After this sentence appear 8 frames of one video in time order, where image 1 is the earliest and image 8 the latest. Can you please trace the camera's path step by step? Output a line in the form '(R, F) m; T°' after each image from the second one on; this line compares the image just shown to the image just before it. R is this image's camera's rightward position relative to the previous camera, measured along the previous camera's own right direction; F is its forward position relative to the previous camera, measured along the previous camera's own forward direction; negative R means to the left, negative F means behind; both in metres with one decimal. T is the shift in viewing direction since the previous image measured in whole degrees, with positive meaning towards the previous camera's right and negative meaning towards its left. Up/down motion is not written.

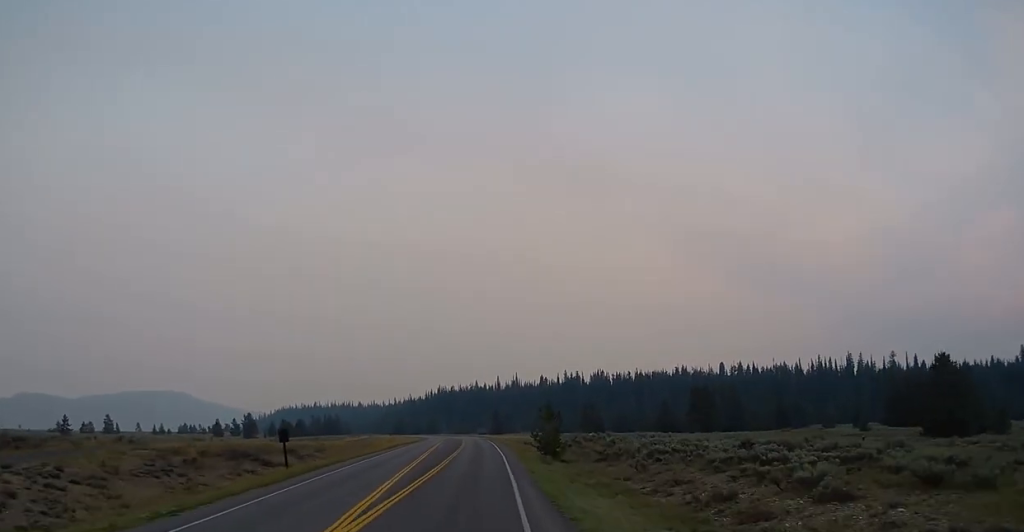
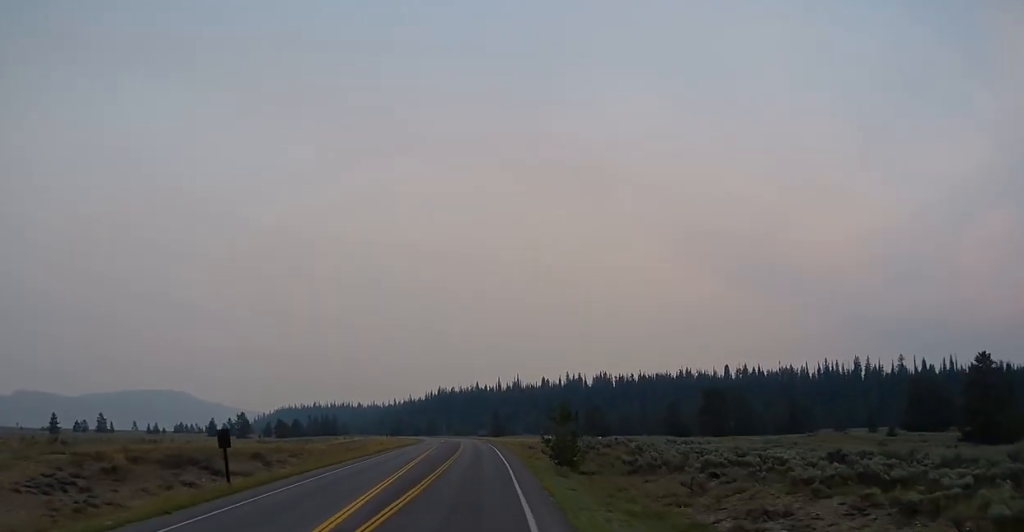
(-0.3, +8.2) m; -1°
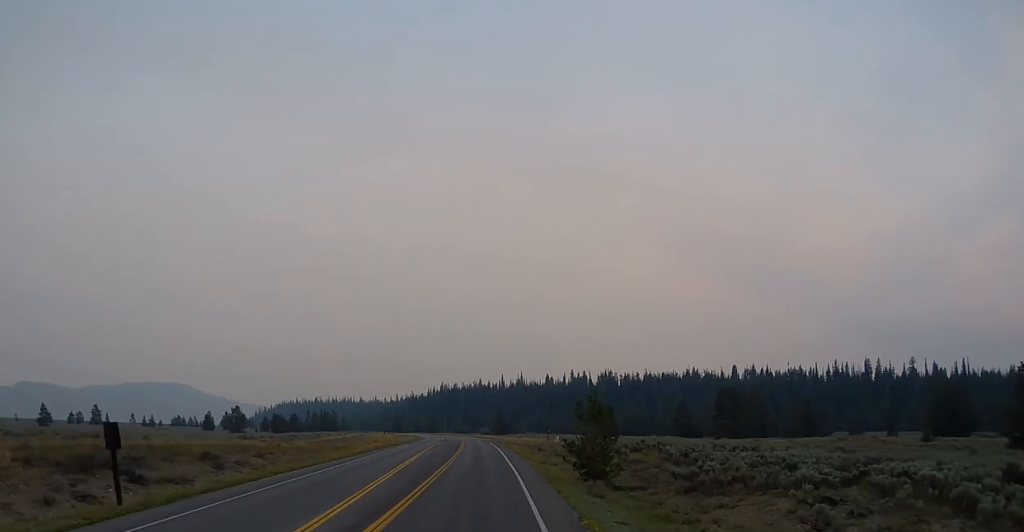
(-0.2, +8.9) m; -1°
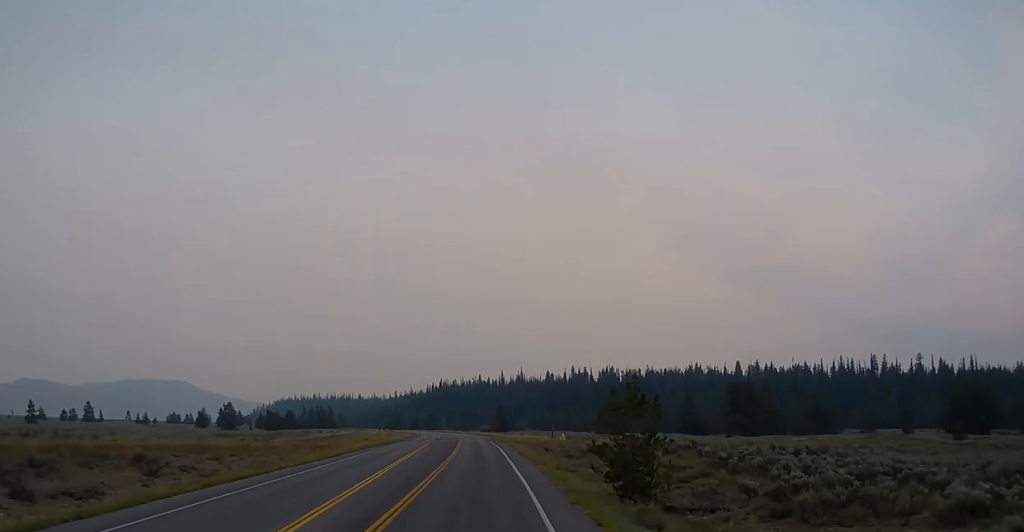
(0.0, +7.8) m; 0°
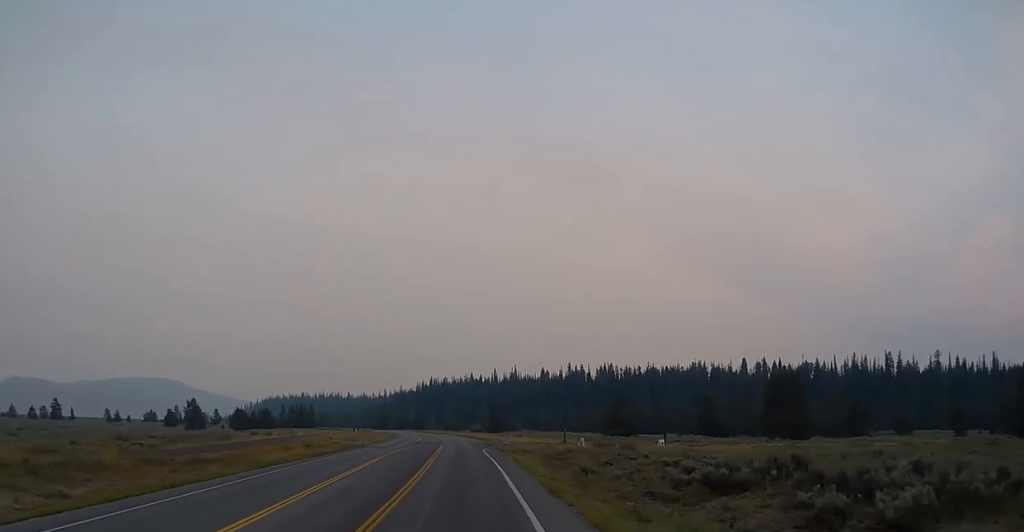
(+0.3, +27.1) m; +2°
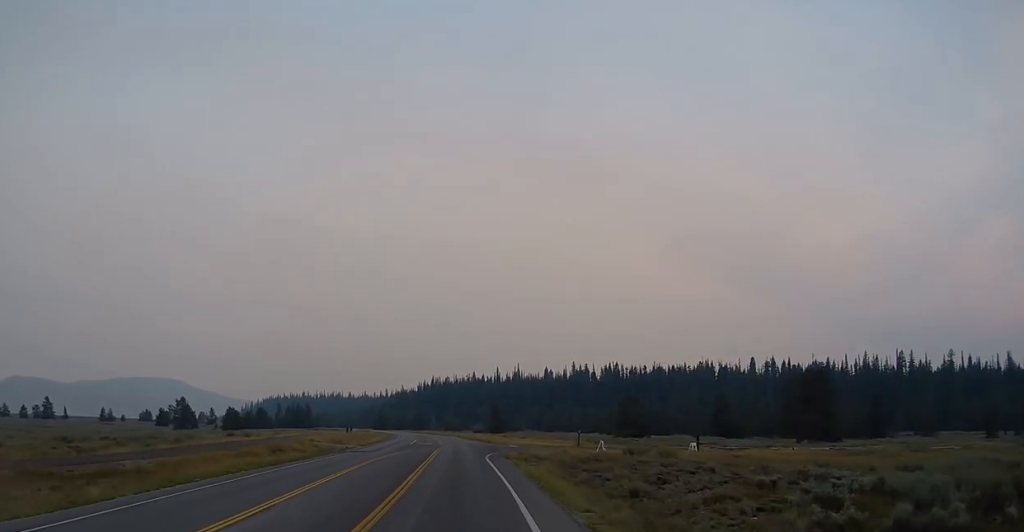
(+0.1, +11.0) m; 0°
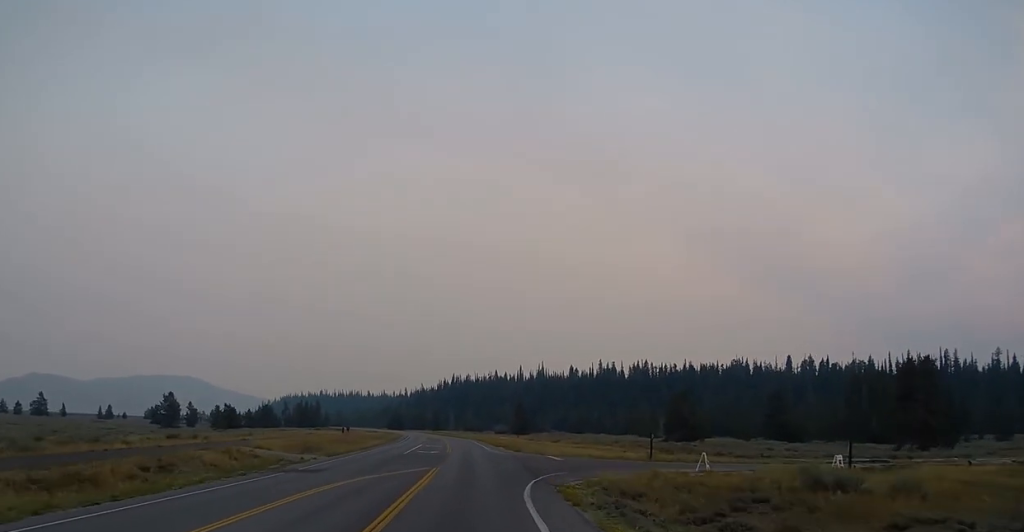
(0.0, +23.8) m; -2°
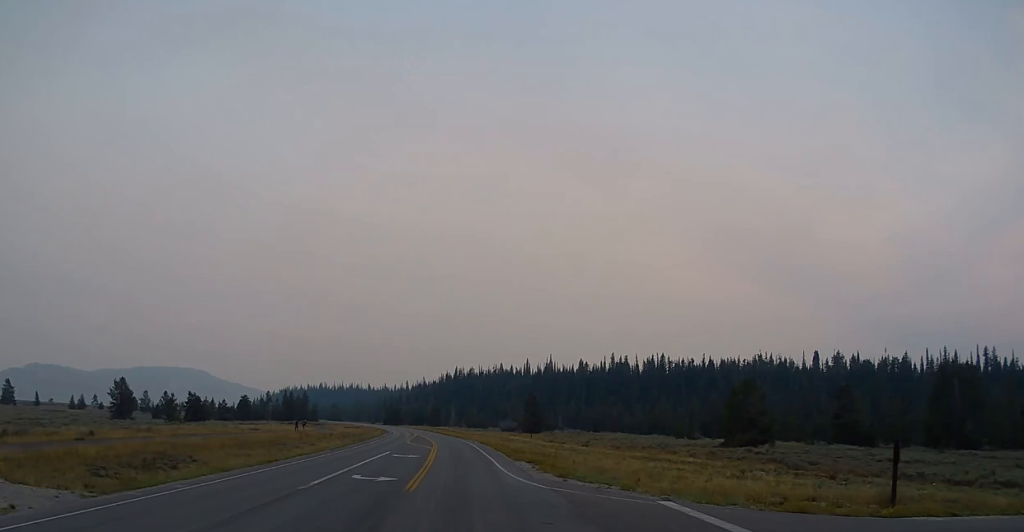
(-1.4, +30.5) m; -2°
